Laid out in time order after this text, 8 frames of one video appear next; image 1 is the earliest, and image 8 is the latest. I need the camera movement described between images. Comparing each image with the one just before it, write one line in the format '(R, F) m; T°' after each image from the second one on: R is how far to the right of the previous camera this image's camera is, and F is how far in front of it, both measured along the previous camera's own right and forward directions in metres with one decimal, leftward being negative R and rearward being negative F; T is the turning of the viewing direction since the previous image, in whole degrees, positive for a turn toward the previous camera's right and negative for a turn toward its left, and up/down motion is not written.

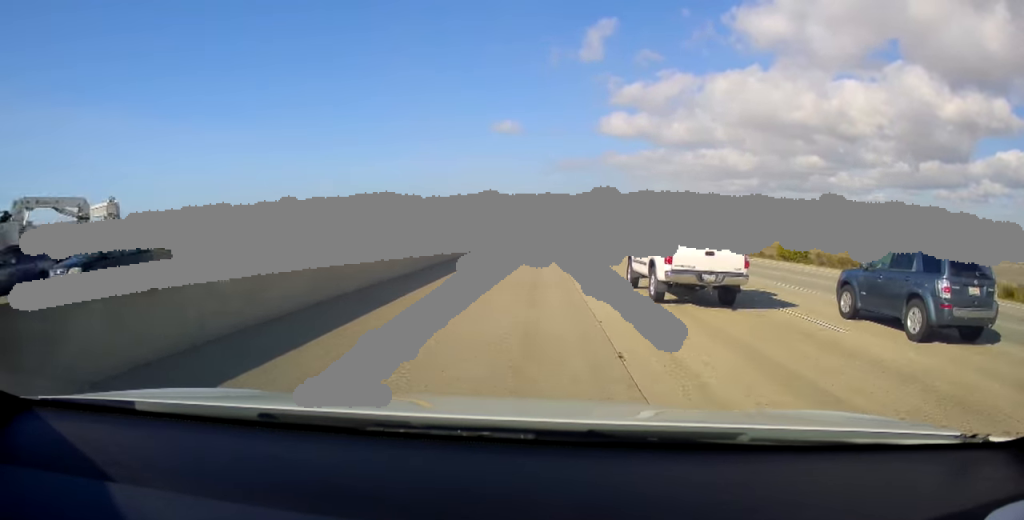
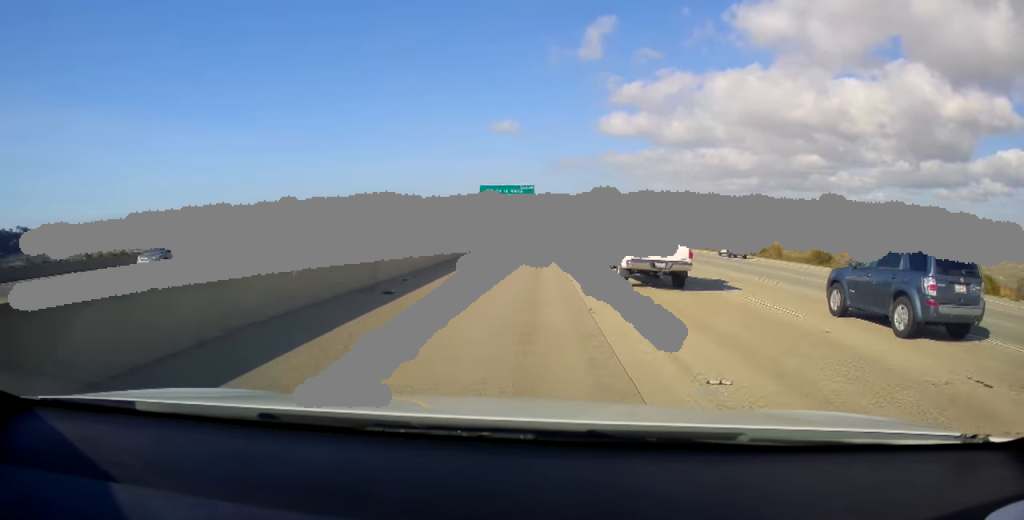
(+0.1, +25.9) m; 0°
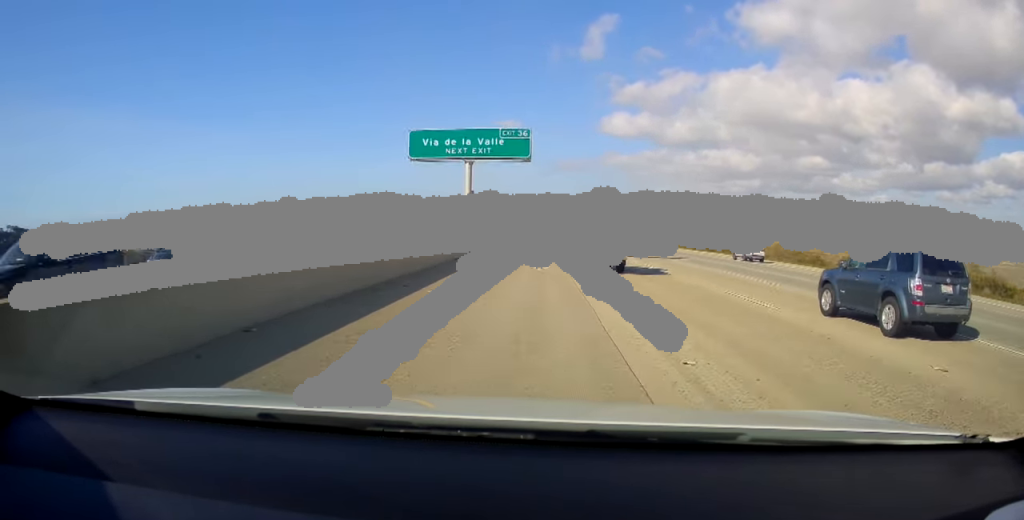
(-0.3, +44.6) m; 0°
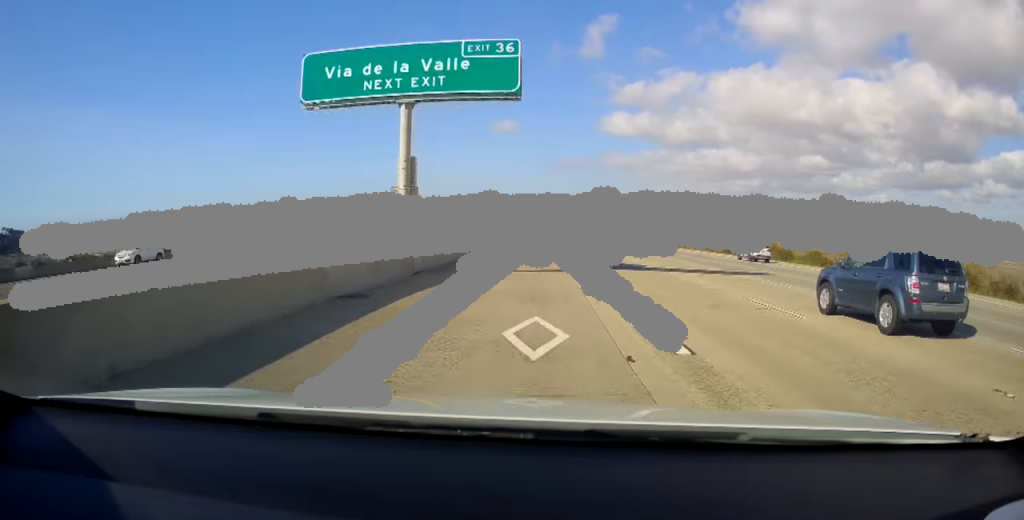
(+0.2, +15.3) m; 0°
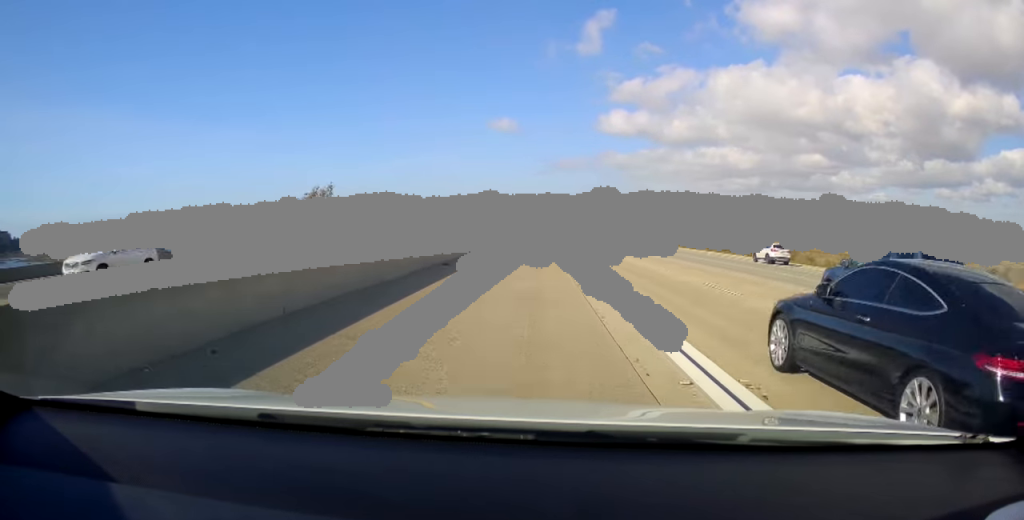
(-0.2, +55.2) m; 0°
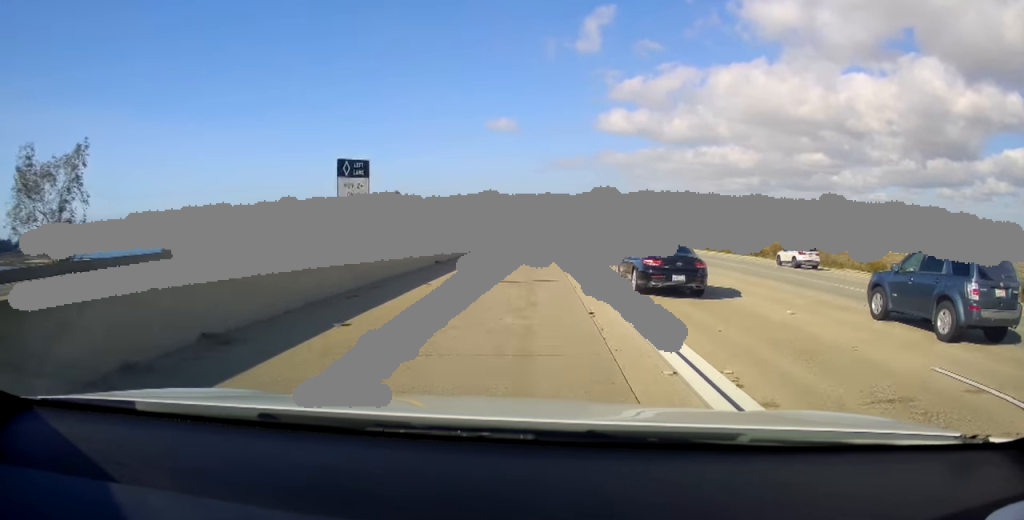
(+0.6, +56.5) m; 0°
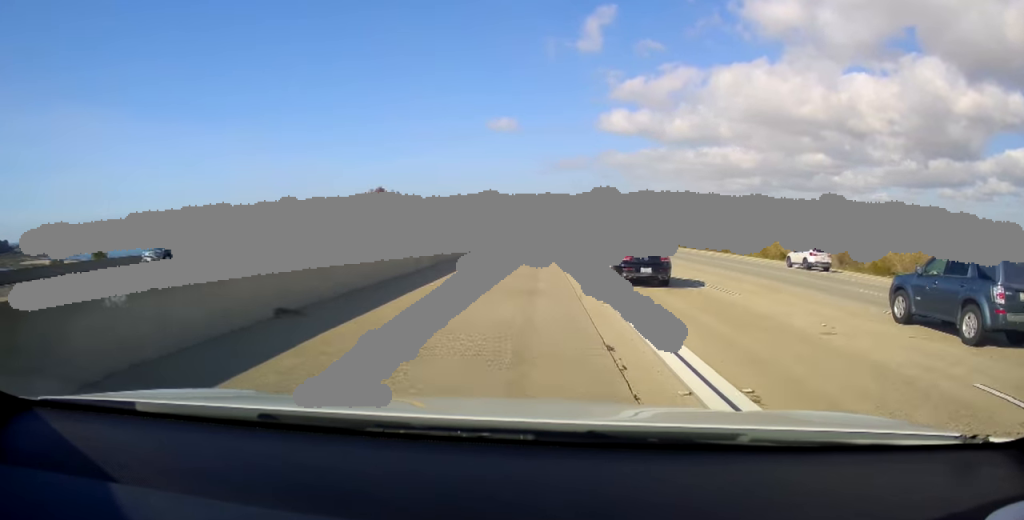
(-0.2, +15.3) m; 0°
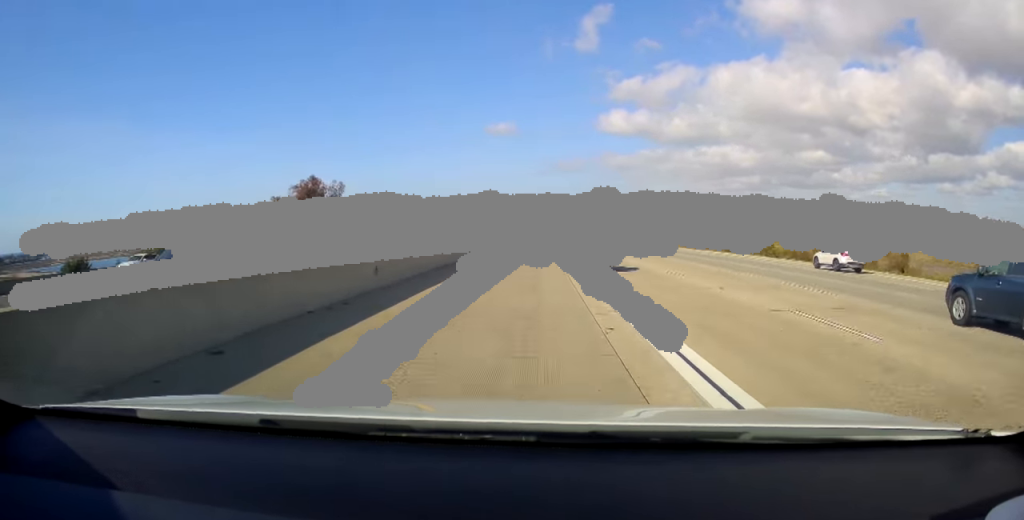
(-0.1, +37.5) m; 0°
